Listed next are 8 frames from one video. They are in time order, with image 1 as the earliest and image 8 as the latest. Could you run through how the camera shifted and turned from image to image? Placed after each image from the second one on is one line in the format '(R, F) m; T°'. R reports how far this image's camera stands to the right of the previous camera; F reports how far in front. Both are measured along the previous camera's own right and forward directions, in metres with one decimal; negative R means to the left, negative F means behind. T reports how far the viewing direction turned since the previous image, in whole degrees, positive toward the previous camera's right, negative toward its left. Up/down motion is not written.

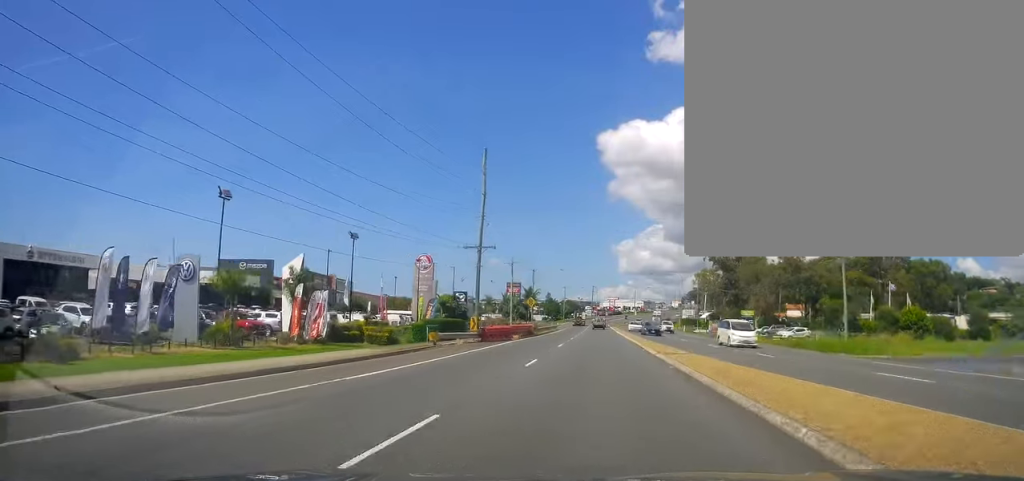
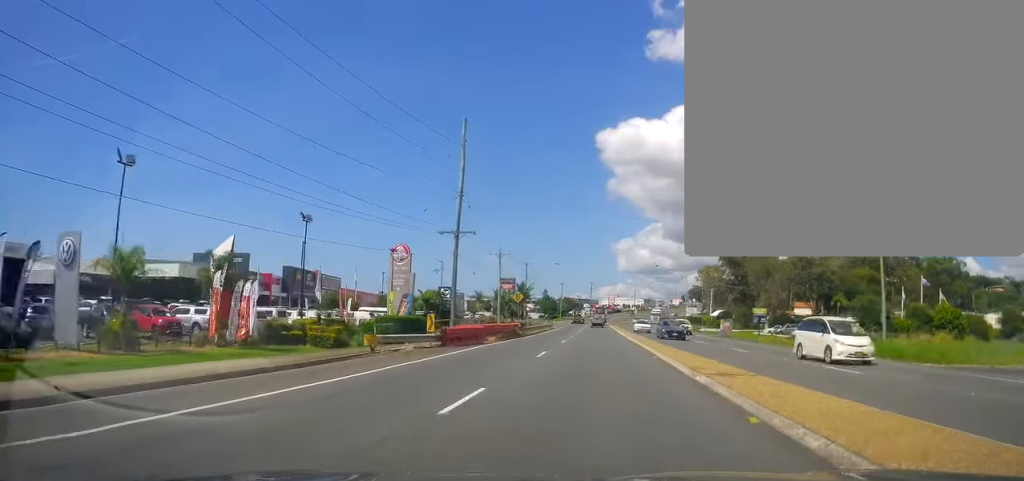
(+0.1, +8.9) m; 0°
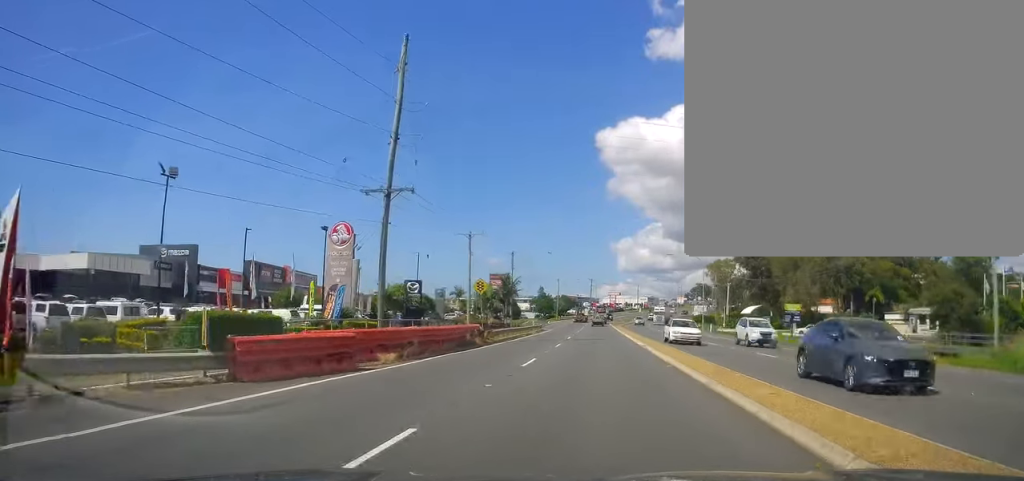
(+0.1, +16.5) m; -1°
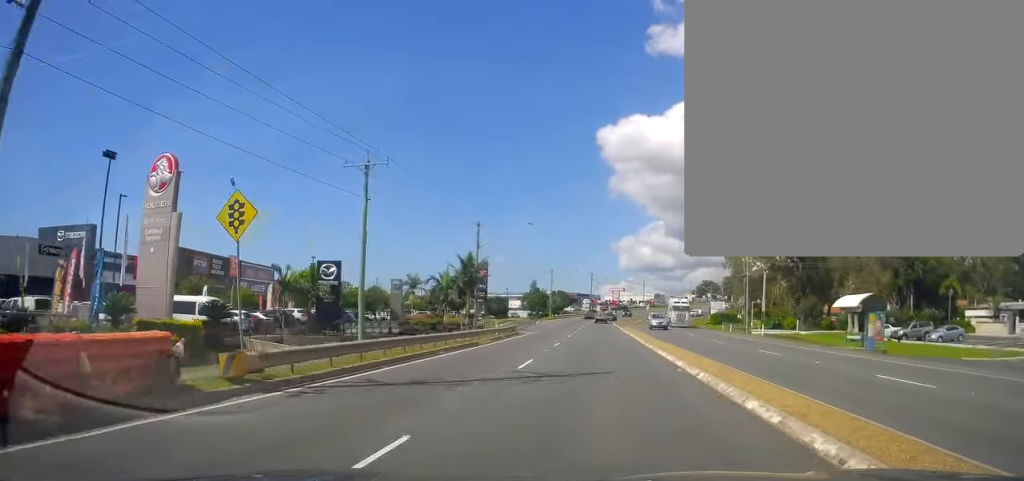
(-0.4, +24.9) m; +1°
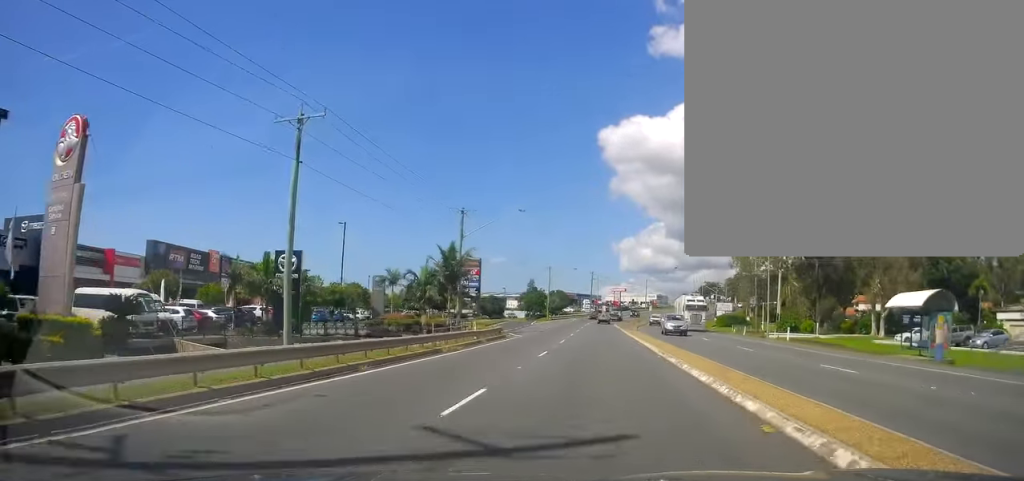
(+0.1, +7.4) m; 0°
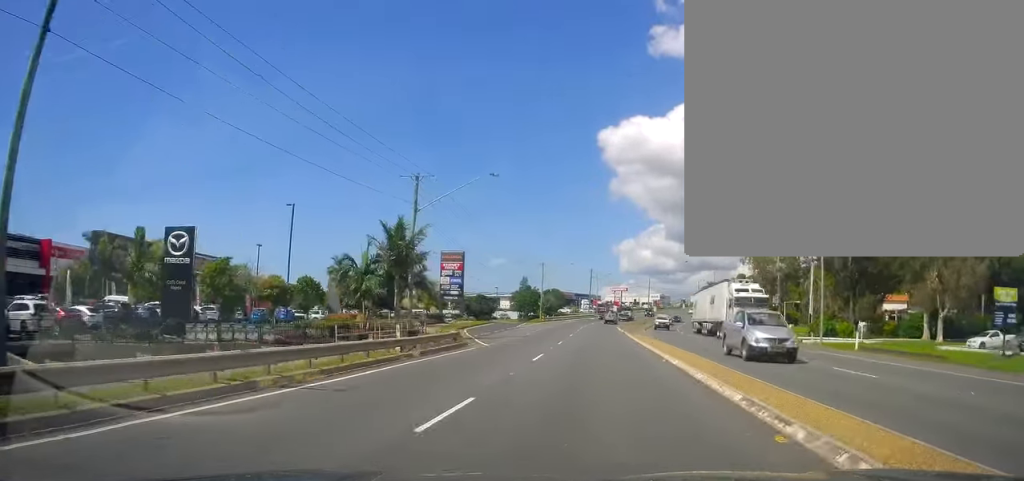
(+0.5, +13.0) m; 0°
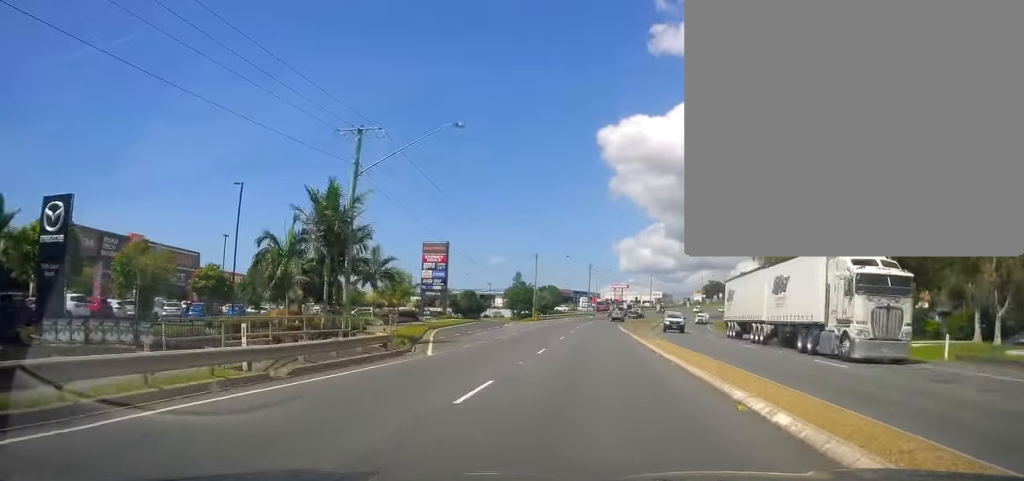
(-0.3, +9.7) m; +1°
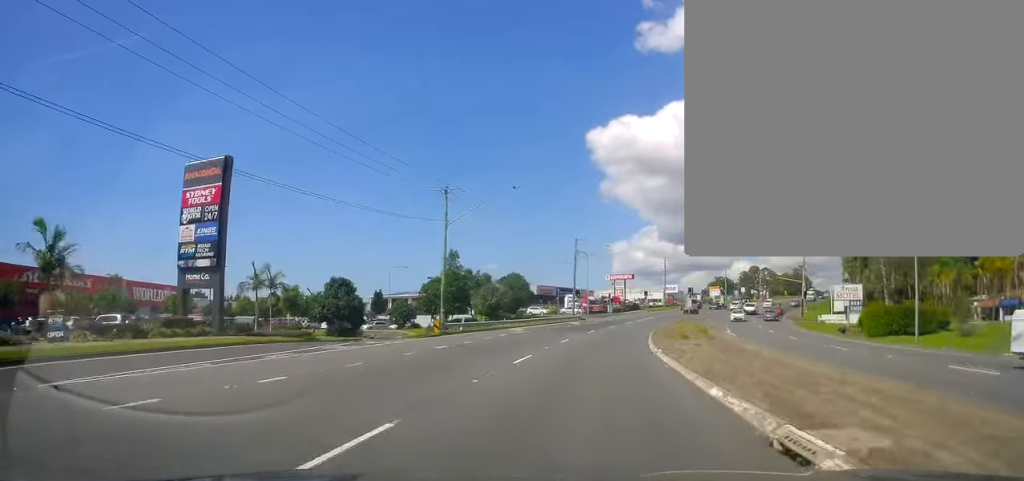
(+0.5, +51.6) m; -1°
